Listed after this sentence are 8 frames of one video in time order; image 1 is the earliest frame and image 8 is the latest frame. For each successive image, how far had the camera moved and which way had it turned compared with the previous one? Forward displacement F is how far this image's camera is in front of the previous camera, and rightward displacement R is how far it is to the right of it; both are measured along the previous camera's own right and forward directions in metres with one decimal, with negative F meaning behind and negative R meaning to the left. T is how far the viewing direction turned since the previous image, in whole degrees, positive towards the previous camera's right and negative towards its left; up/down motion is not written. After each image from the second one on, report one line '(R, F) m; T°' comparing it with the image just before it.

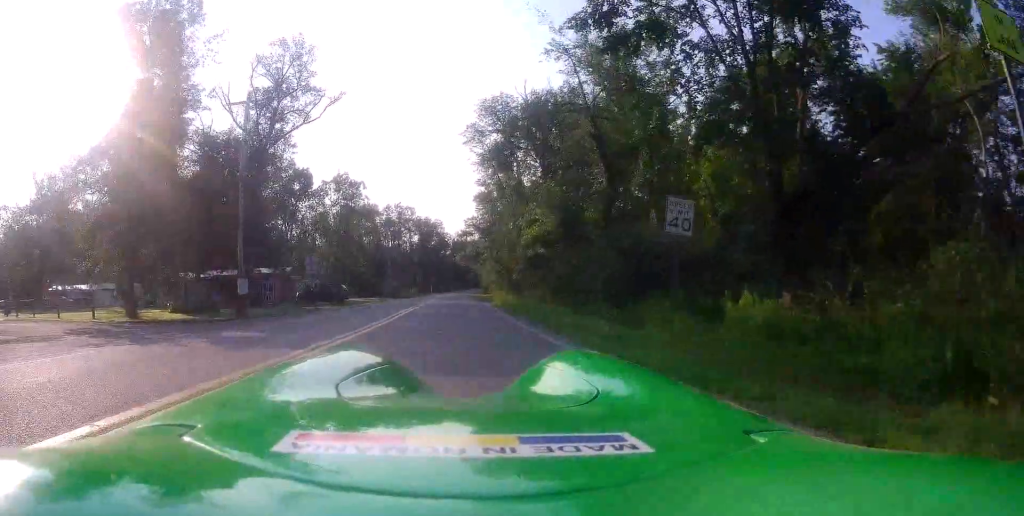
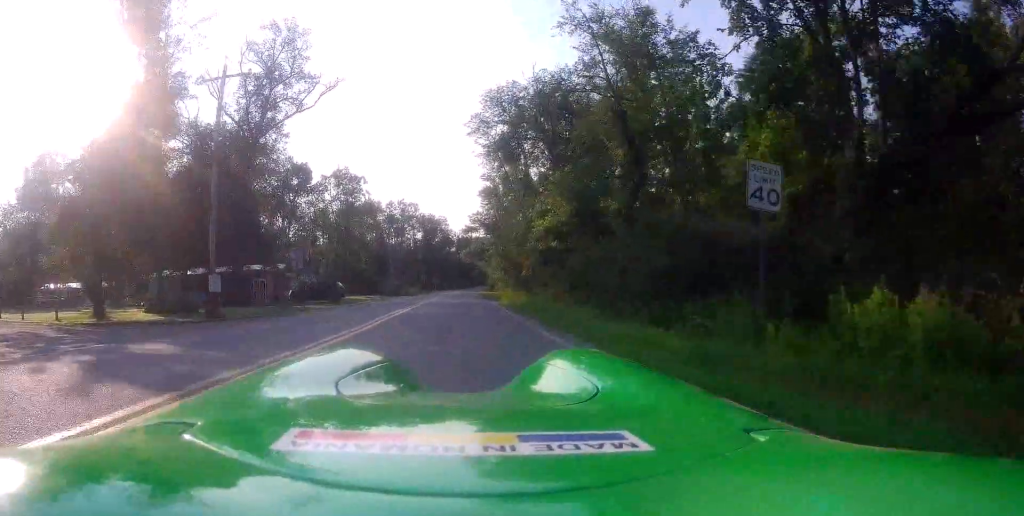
(+0.1, +3.3) m; +1°
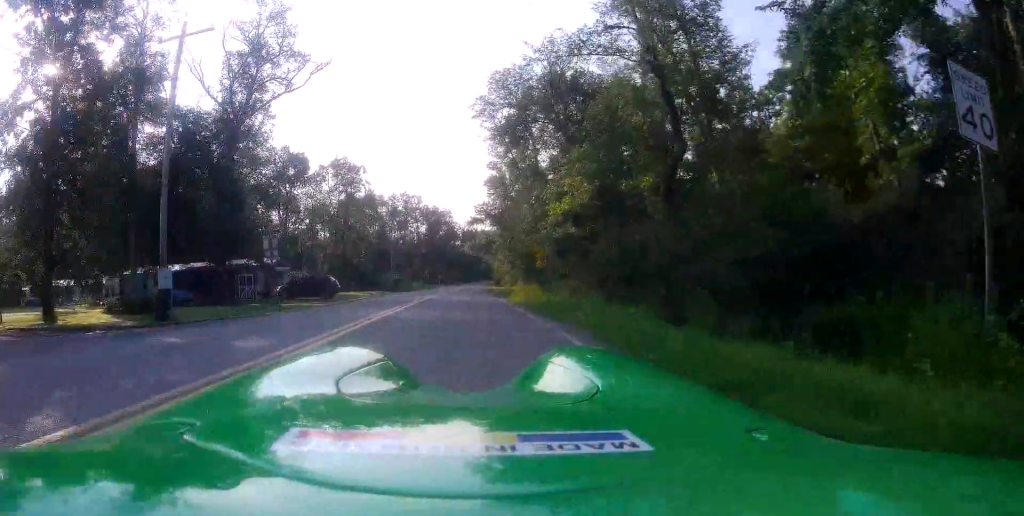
(+0.1, +4.3) m; 0°
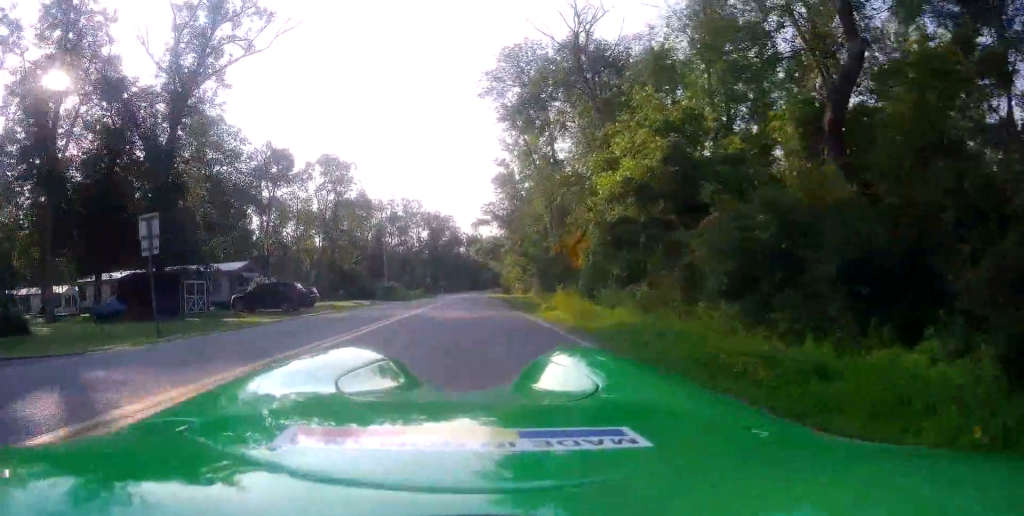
(-0.2, +9.8) m; +1°
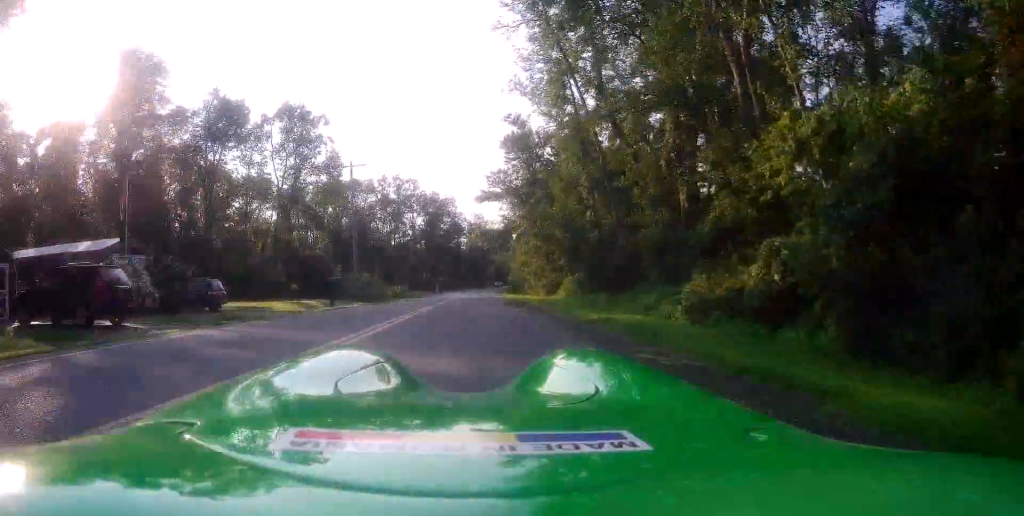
(+0.4, +18.6) m; -1°
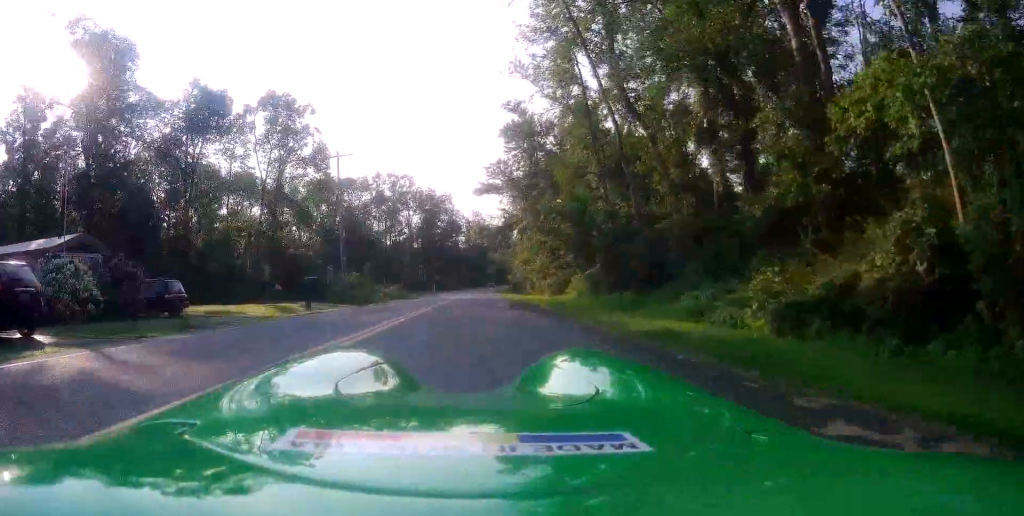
(0.0, +4.1) m; +4°
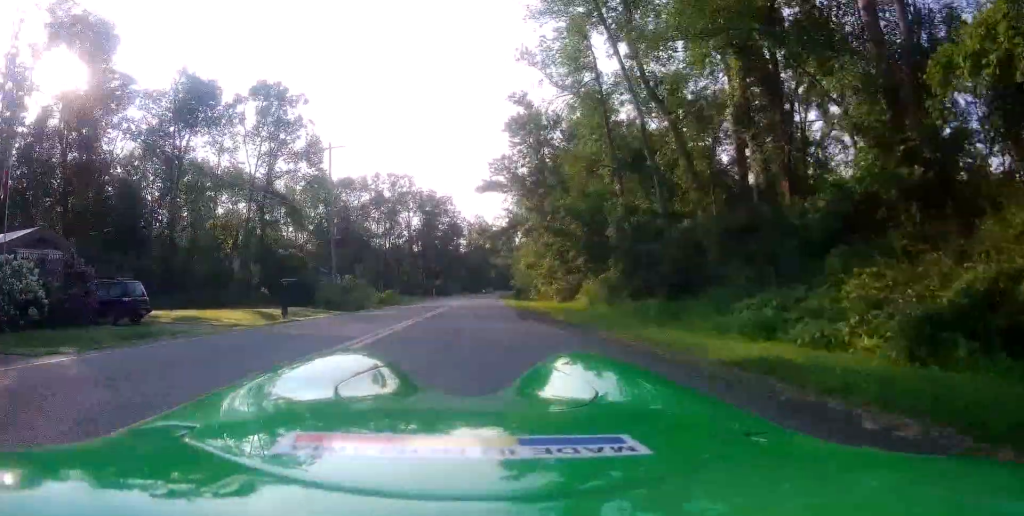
(-0.2, +3.4) m; +7°
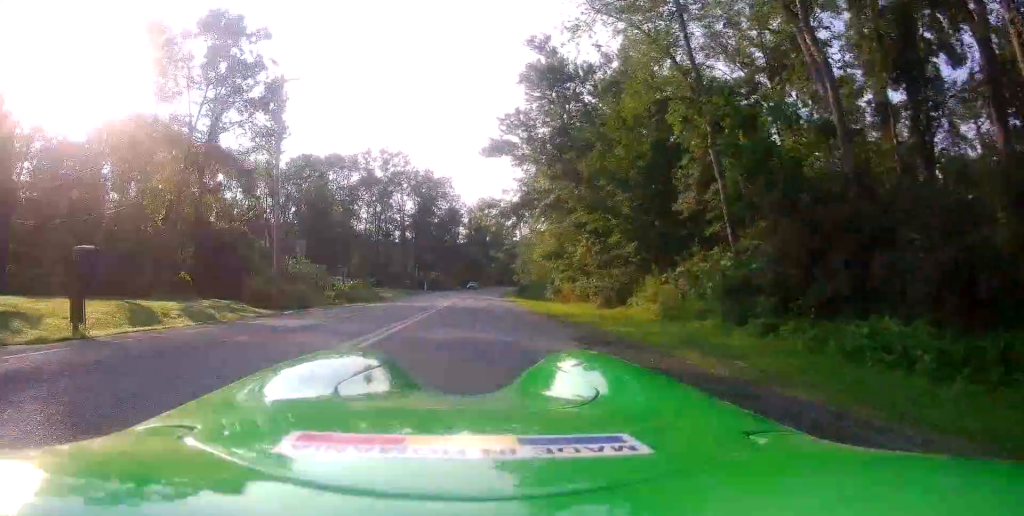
(+1.7, +9.7) m; -5°
